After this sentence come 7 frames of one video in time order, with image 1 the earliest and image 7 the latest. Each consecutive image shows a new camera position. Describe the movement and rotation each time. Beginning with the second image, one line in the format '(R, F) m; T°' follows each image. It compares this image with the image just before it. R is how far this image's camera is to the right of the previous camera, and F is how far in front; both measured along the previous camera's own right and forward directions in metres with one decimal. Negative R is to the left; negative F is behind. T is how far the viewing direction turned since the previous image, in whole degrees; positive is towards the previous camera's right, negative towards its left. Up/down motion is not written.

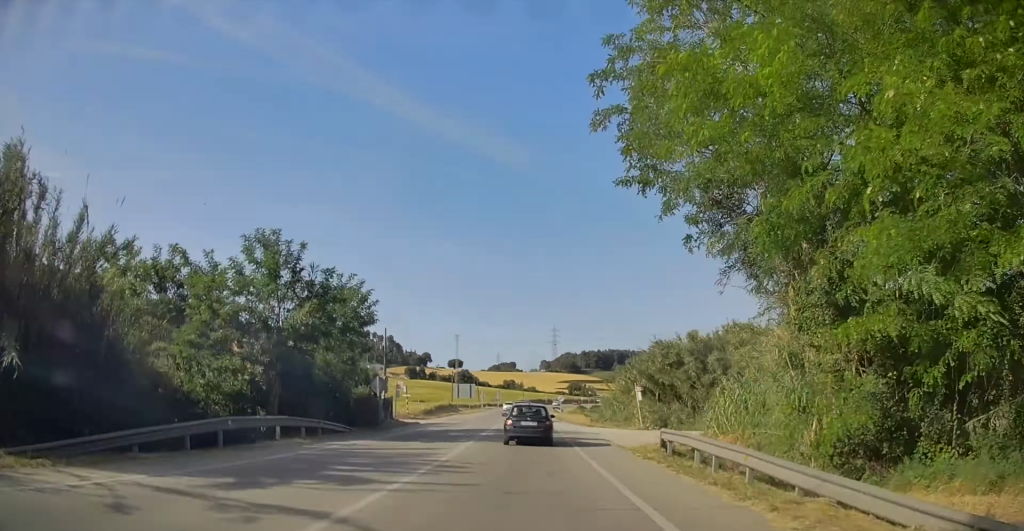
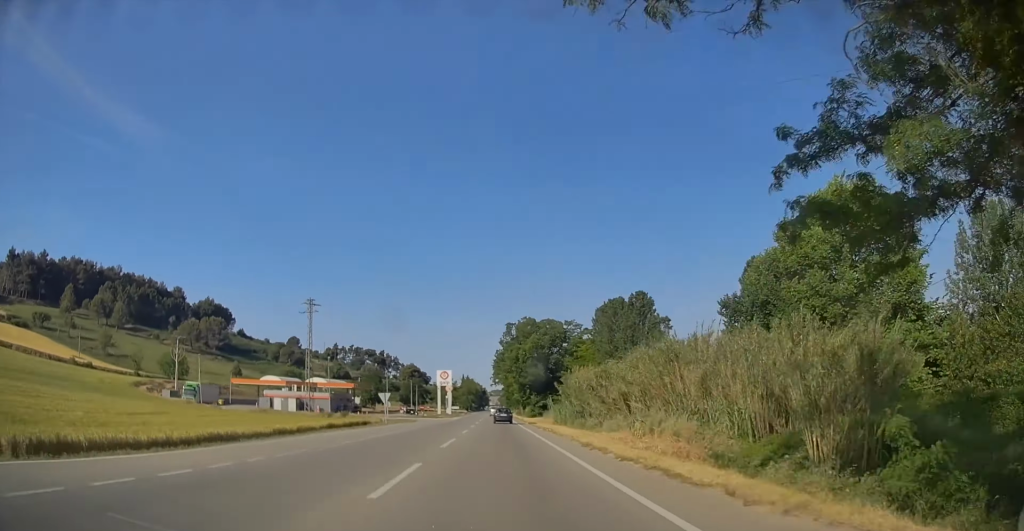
(+120.0, +360.2) m; +29°
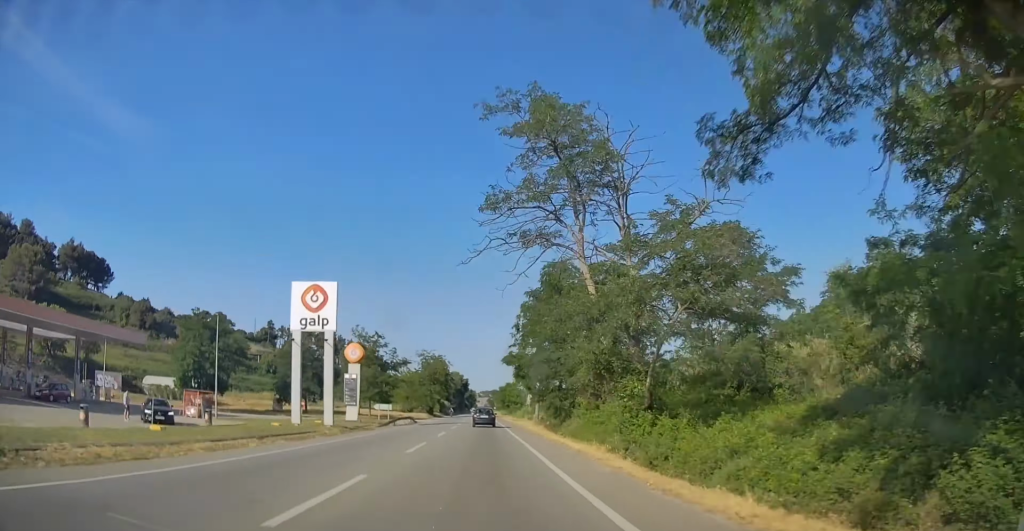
(+0.6, +129.4) m; 0°
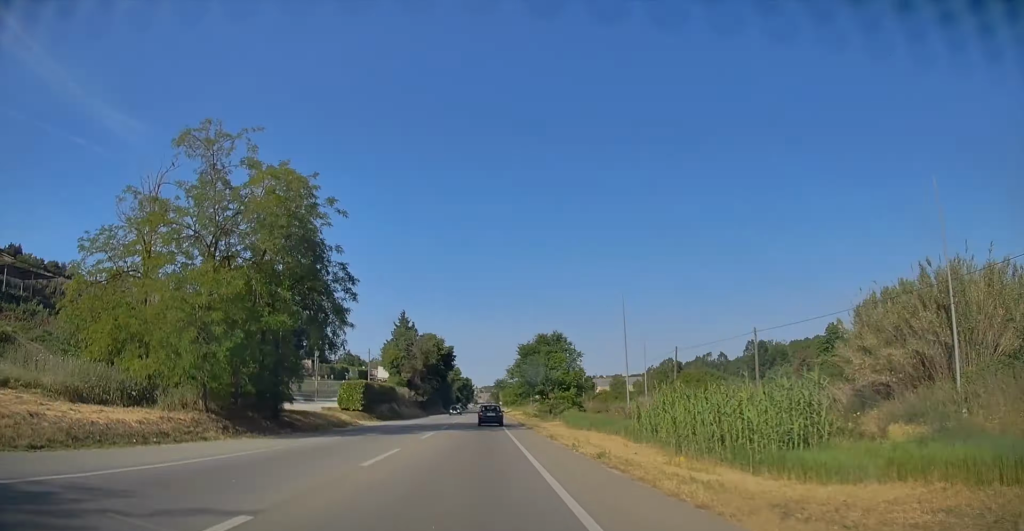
(+0.1, +100.5) m; 0°
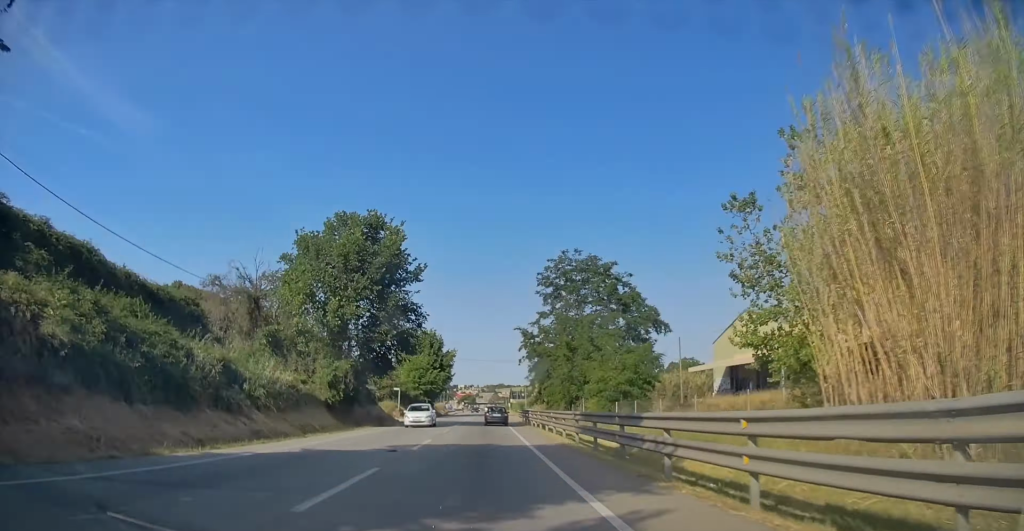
(-0.1, +212.1) m; 0°
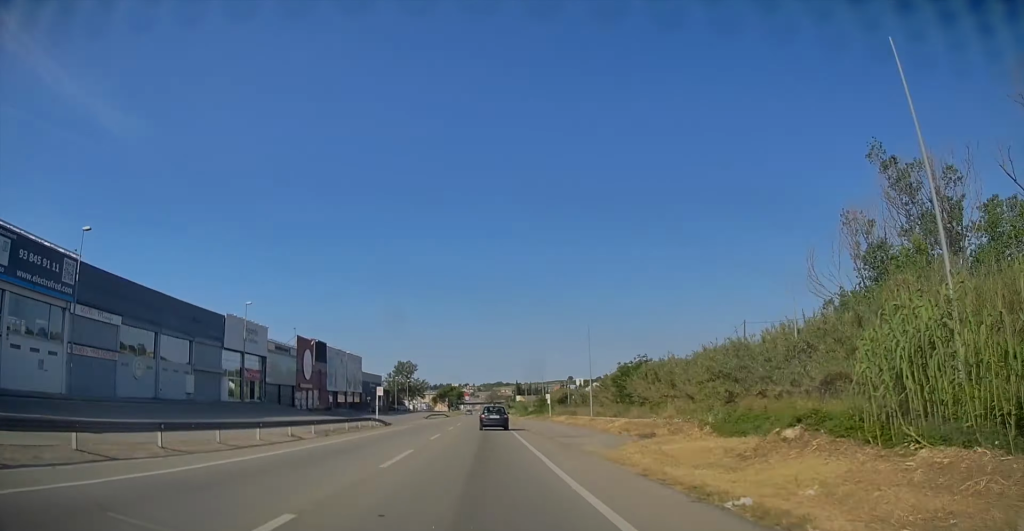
(+0.3, +174.2) m; 0°
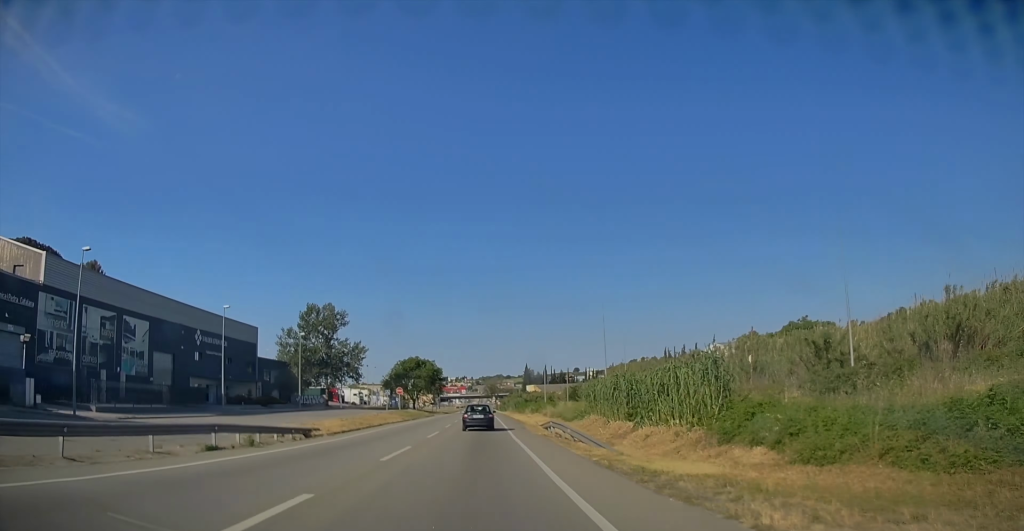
(0.0, +108.8) m; 0°
